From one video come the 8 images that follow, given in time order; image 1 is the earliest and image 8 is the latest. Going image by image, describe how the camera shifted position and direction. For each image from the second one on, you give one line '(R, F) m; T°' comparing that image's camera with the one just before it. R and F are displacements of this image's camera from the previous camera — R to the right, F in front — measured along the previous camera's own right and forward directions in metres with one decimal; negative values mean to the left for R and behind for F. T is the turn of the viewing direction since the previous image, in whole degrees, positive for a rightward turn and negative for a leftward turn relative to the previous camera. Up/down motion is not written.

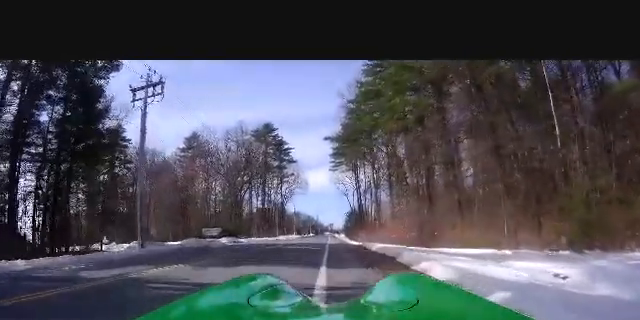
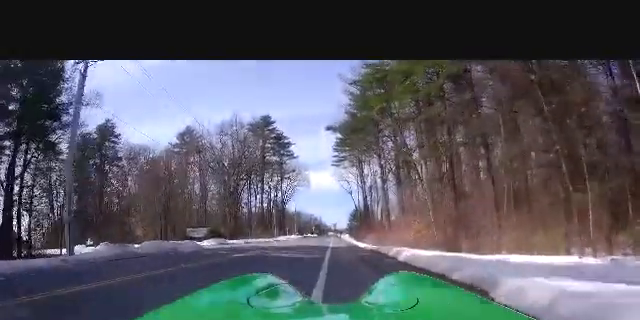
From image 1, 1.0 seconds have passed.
(-0.2, +6.8) m; -3°
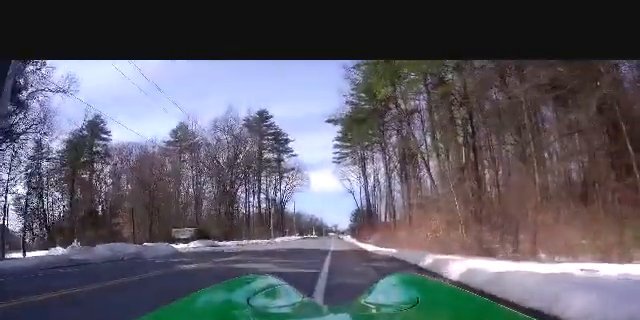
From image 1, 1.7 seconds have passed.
(-0.2, +4.7) m; 0°
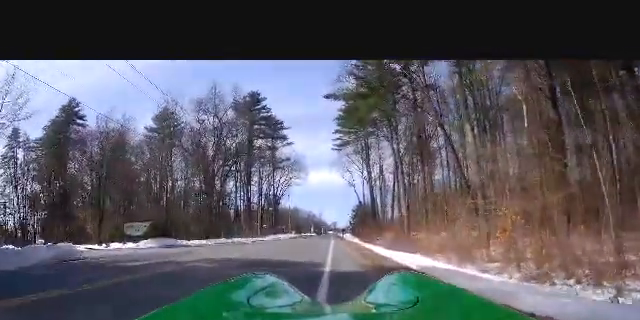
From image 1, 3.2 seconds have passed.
(+0.4, +10.1) m; +3°
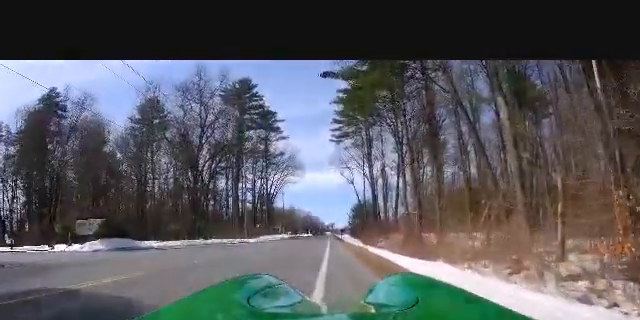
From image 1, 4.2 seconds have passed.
(0.0, +6.7) m; 0°
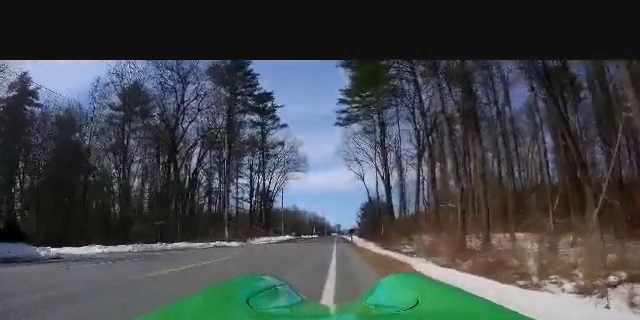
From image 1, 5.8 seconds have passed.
(+0.1, +10.7) m; +2°
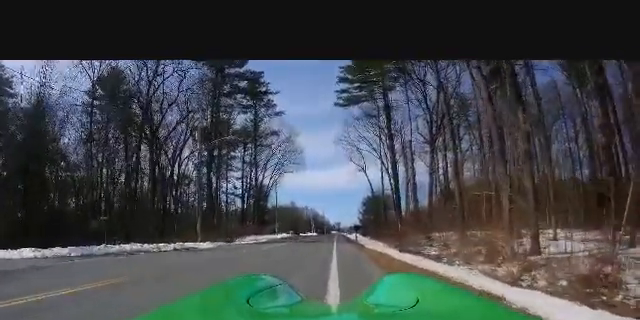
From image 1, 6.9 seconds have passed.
(+0.1, +7.3) m; +1°
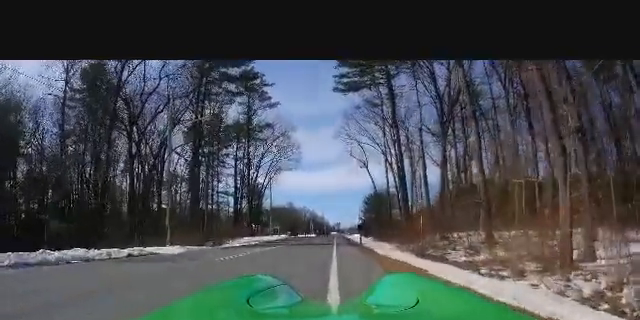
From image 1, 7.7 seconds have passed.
(0.0, +5.3) m; 0°
